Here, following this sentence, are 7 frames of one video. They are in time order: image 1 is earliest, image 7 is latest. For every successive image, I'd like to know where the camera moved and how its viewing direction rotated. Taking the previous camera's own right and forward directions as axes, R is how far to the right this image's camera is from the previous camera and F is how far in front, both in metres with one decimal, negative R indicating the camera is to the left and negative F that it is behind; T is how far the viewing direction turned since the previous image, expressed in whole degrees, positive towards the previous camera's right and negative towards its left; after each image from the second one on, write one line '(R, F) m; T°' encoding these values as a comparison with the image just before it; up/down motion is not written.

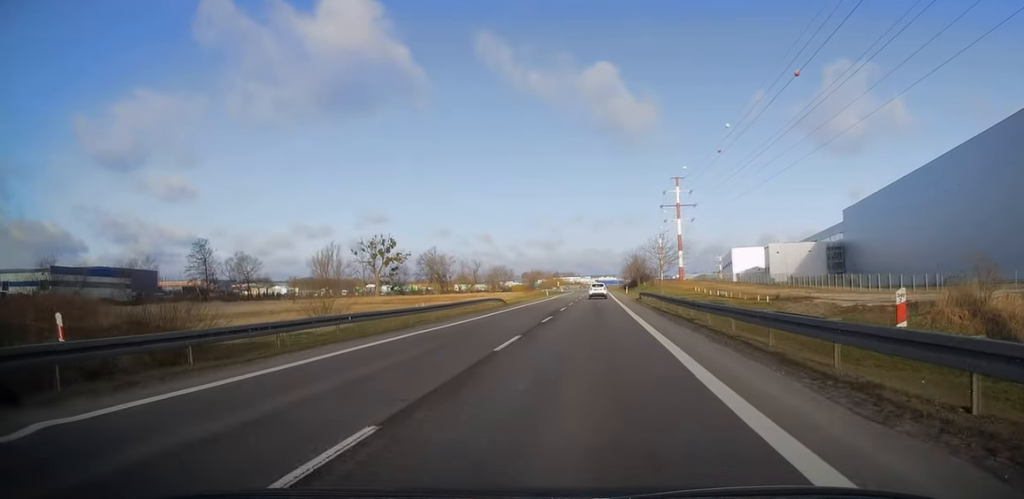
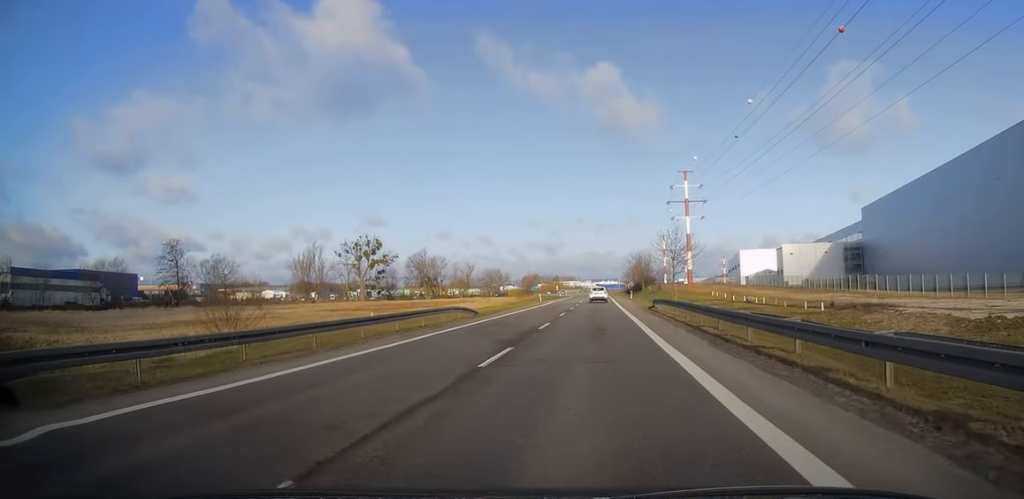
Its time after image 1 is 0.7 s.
(0.0, +13.9) m; 0°
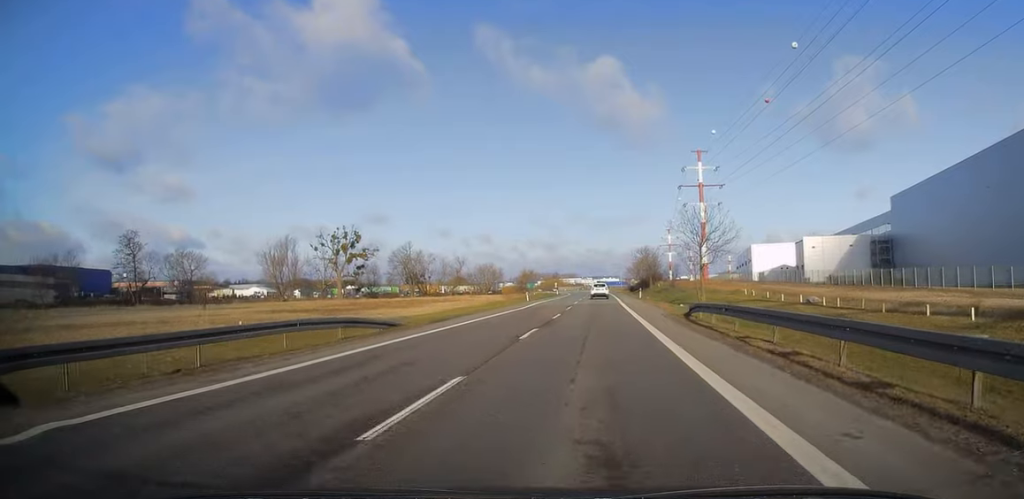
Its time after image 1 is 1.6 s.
(+0.2, +18.1) m; 0°
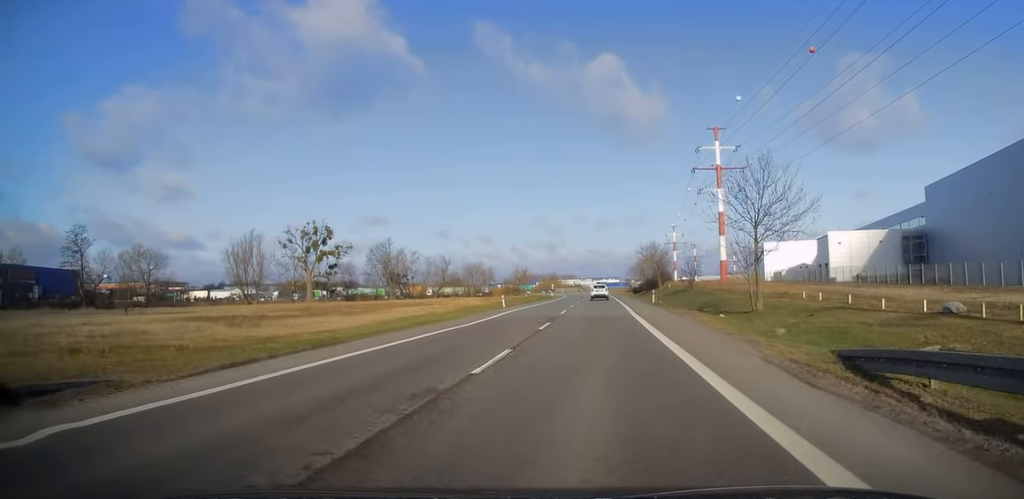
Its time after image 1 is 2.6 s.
(-0.2, +18.6) m; 0°
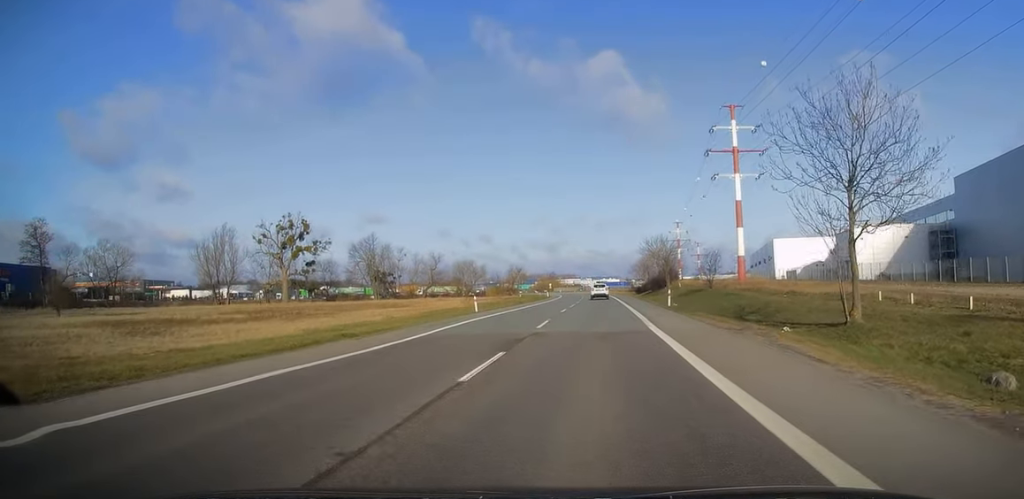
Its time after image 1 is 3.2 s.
(0.0, +13.0) m; +1°
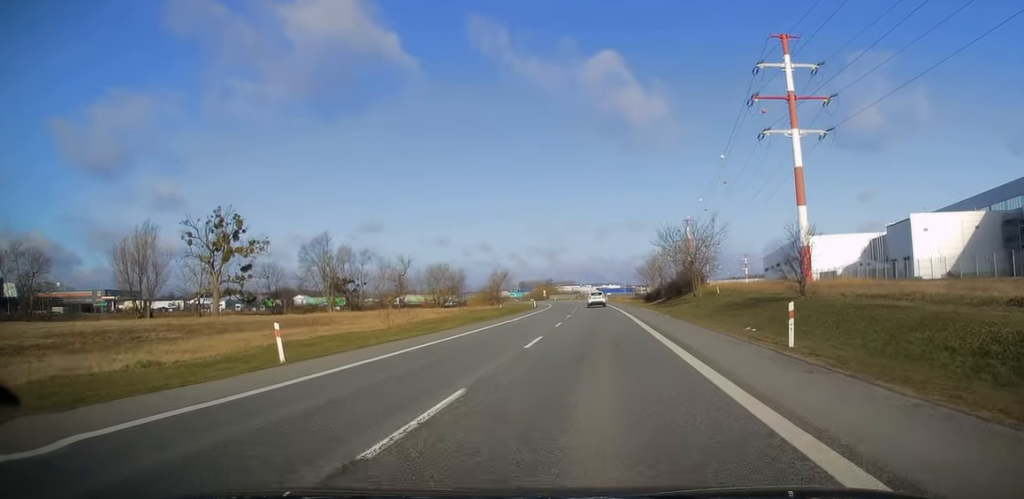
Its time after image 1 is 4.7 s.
(+0.3, +28.2) m; 0°
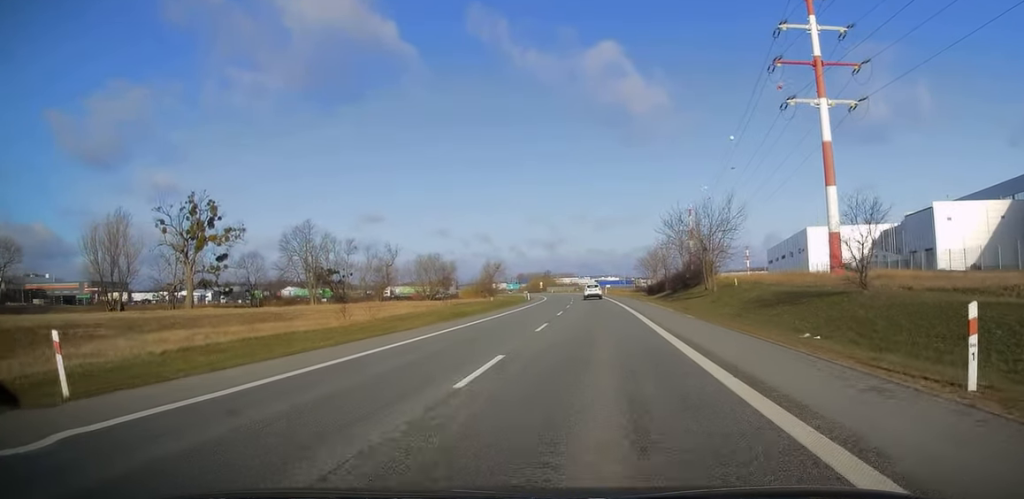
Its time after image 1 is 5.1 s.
(-0.1, +8.2) m; 0°
